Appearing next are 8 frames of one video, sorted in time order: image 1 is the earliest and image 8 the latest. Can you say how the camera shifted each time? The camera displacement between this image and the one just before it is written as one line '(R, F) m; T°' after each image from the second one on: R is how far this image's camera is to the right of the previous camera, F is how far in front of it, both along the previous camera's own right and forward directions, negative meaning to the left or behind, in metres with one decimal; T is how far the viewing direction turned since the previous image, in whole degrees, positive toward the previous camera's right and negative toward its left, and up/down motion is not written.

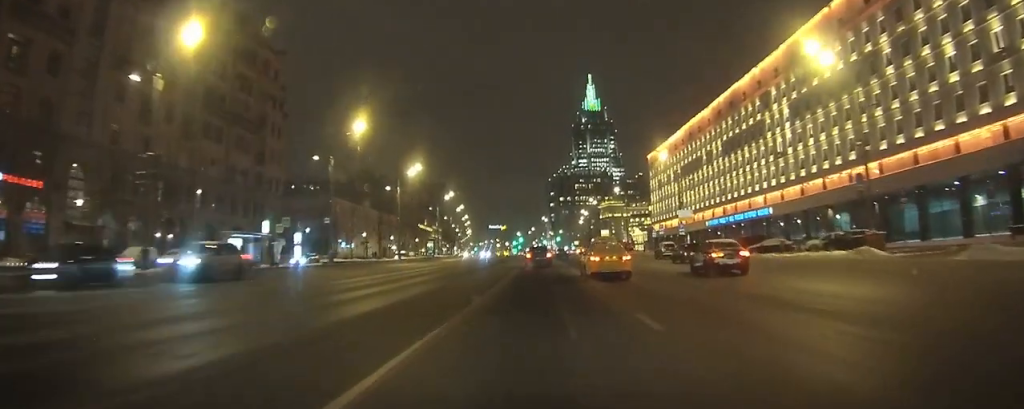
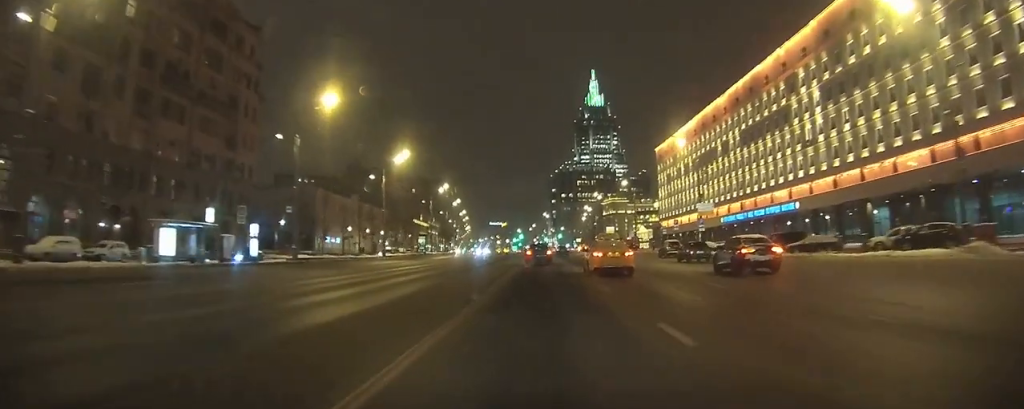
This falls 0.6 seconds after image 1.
(-0.1, +10.0) m; 0°
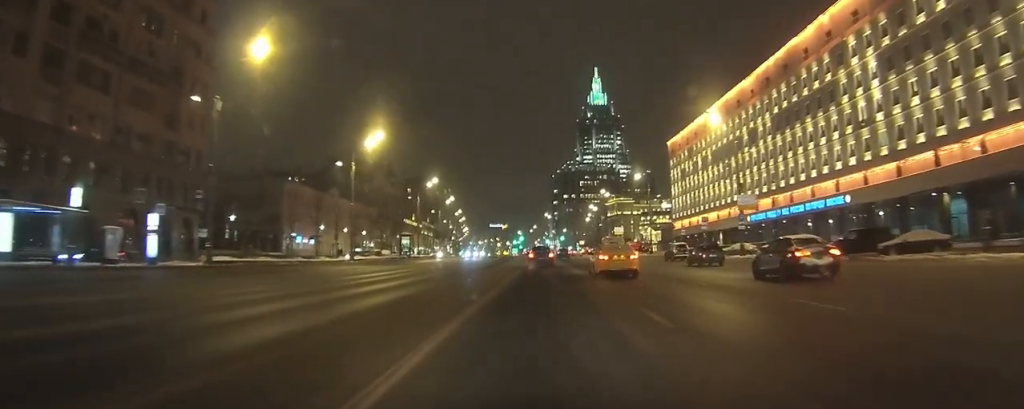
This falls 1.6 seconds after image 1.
(0.0, +14.4) m; 0°
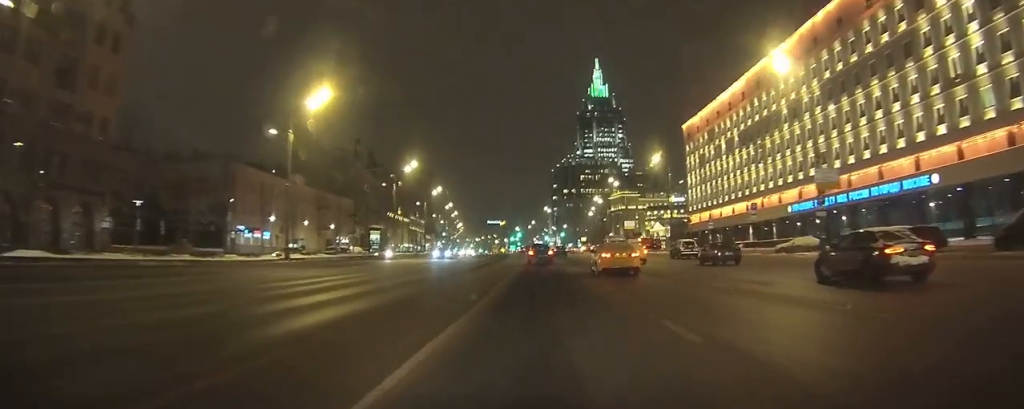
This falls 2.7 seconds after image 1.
(+0.1, +17.3) m; 0°
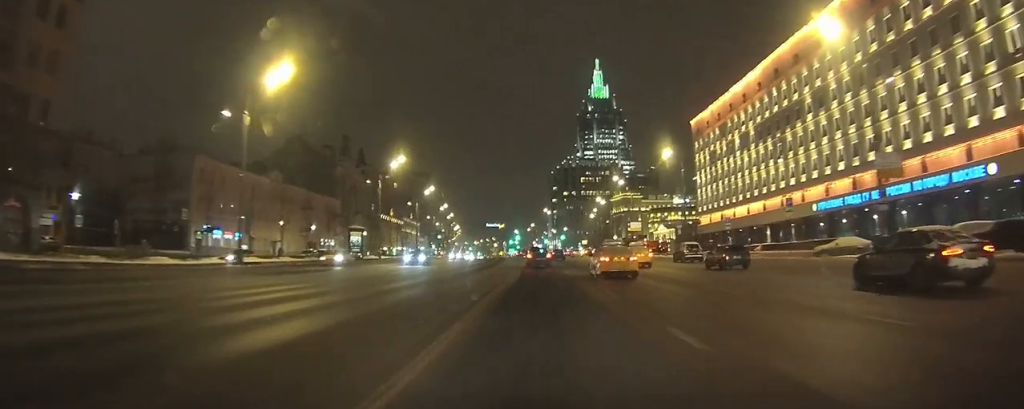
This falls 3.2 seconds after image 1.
(0.0, +8.2) m; 0°
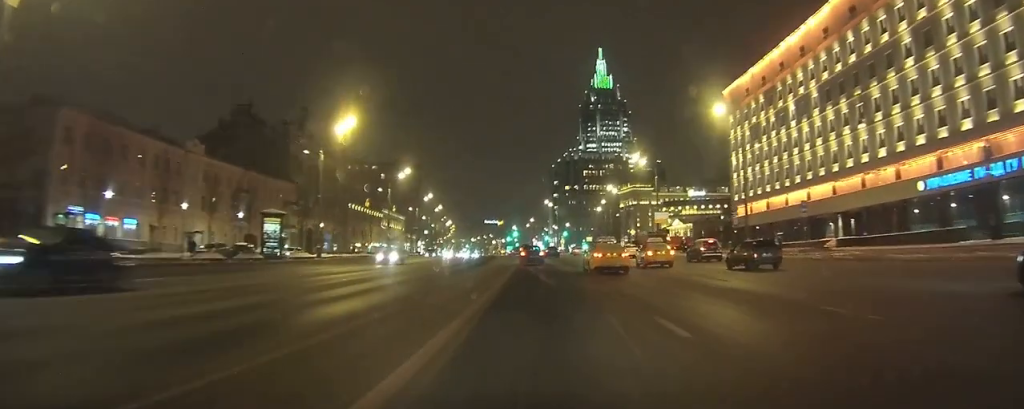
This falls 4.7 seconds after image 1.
(0.0, +23.2) m; 0°
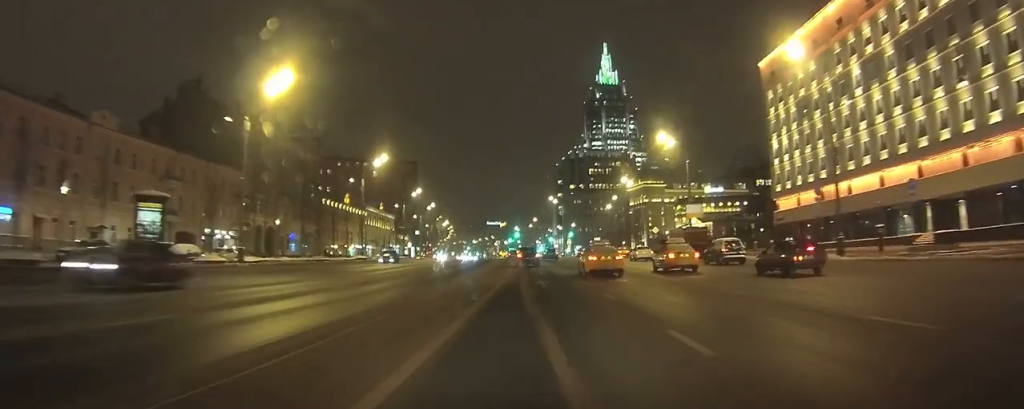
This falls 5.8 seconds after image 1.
(-0.1, +17.2) m; -1°
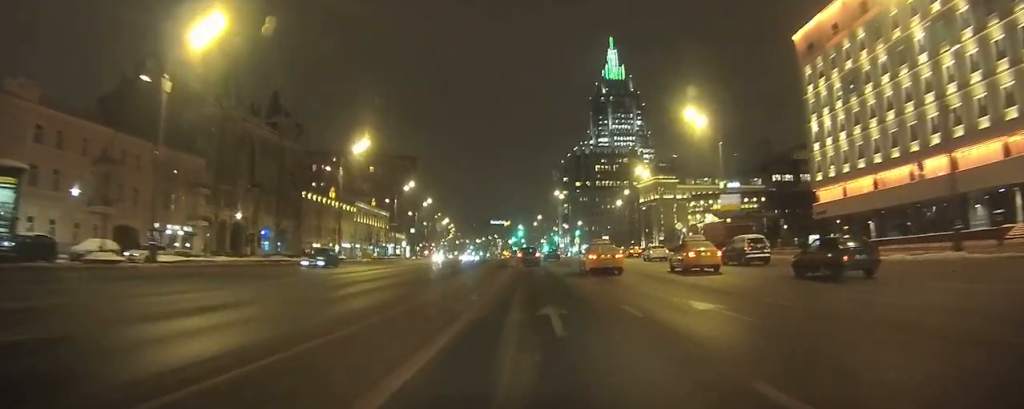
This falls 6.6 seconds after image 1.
(0.0, +11.5) m; 0°
